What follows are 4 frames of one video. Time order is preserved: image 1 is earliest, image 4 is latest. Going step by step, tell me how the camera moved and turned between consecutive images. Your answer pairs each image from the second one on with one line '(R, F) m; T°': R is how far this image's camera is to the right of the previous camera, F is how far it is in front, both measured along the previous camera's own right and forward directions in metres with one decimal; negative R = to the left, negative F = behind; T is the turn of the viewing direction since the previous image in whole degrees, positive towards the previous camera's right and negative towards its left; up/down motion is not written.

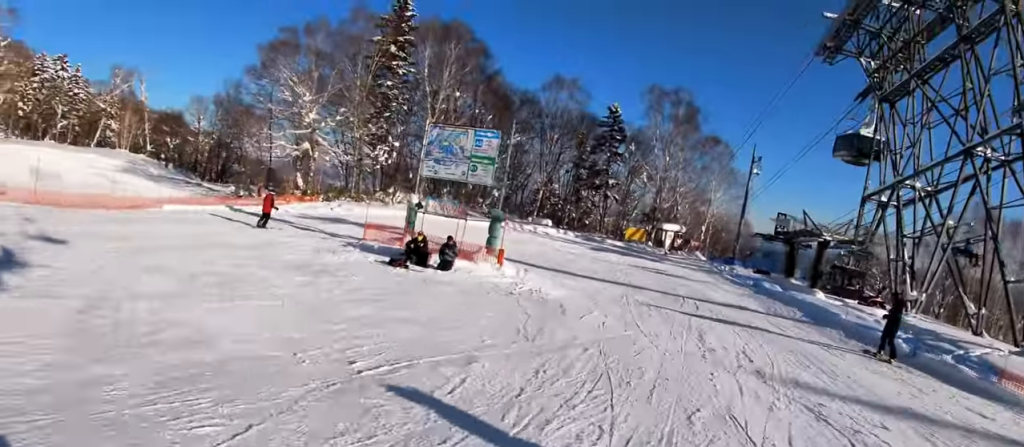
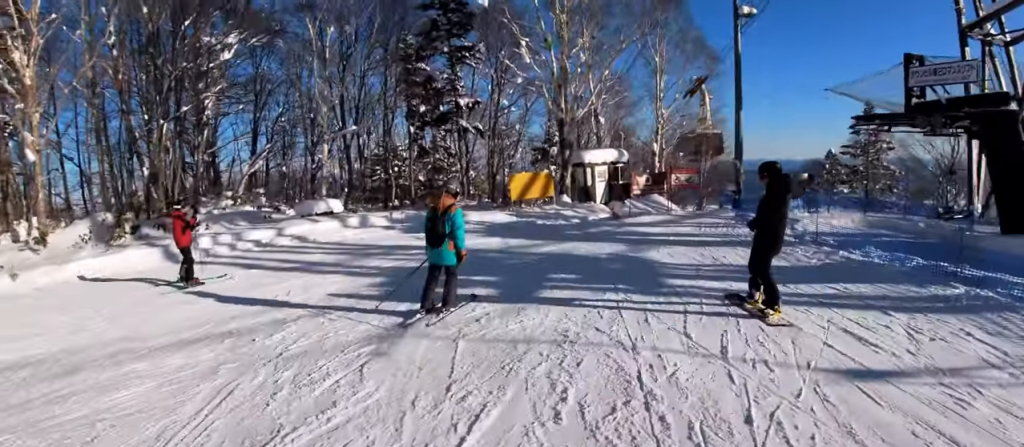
(-2.2, +29.0) m; -1°
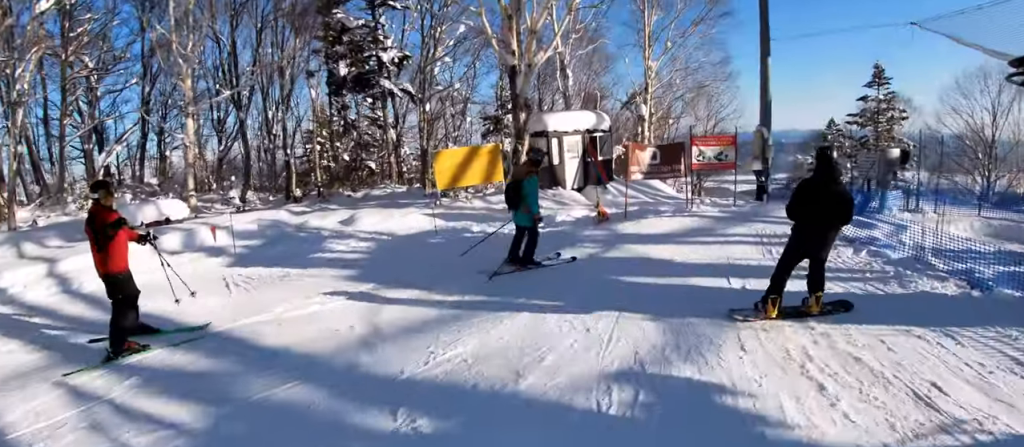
(-0.3, +8.2) m; +5°
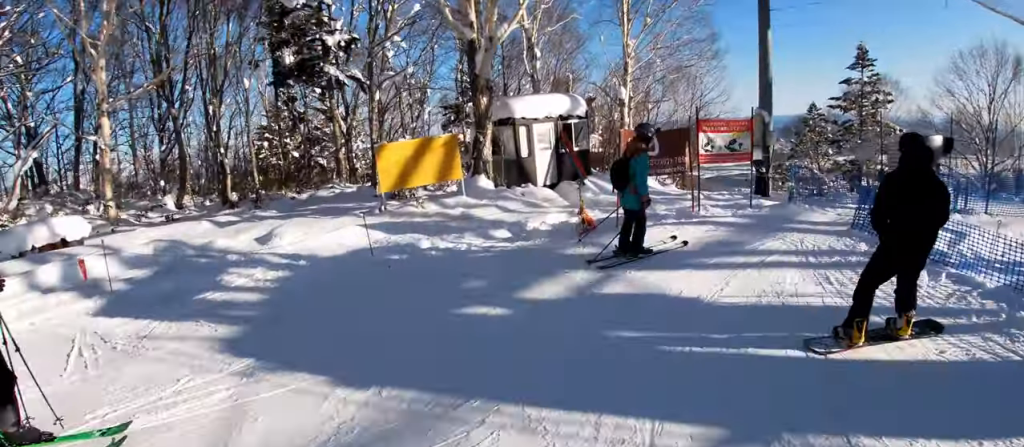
(0.0, +2.7) m; +1°
